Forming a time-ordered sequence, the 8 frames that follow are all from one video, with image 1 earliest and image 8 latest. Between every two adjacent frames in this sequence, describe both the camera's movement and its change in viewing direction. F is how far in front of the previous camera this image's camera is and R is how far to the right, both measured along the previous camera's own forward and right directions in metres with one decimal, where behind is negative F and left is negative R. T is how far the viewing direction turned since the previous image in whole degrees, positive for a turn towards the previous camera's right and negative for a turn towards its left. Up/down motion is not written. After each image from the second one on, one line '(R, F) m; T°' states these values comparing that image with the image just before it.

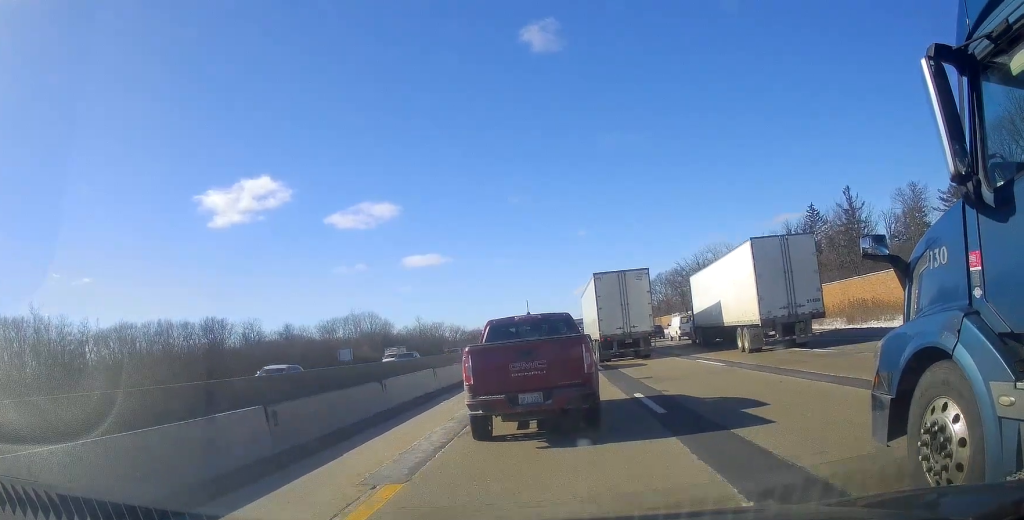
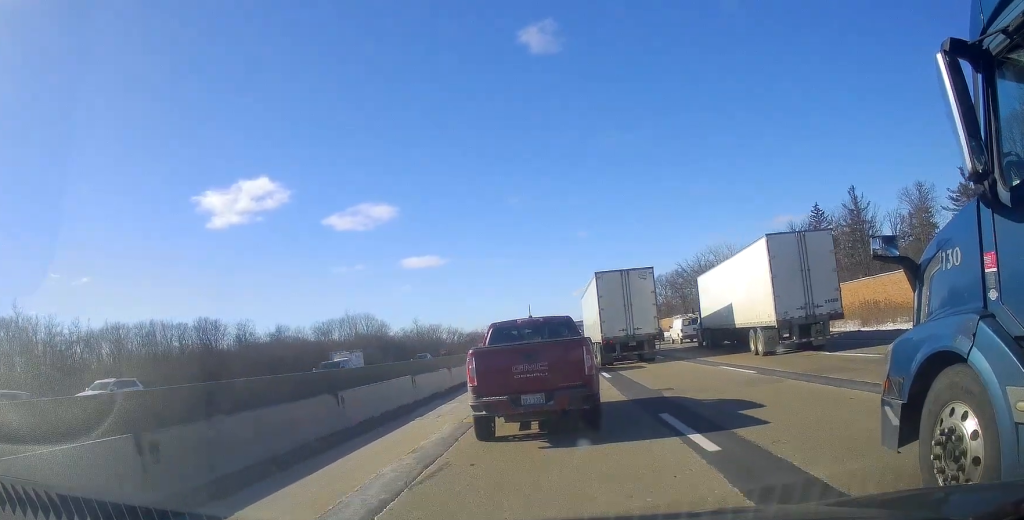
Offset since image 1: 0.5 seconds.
(+0.2, +3.5) m; +2°
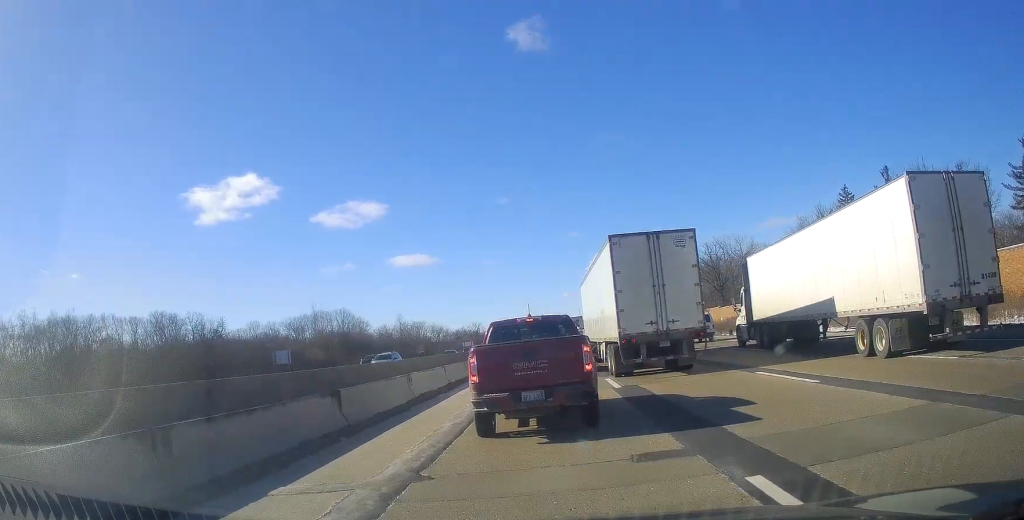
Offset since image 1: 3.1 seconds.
(+0.5, +18.7) m; -1°
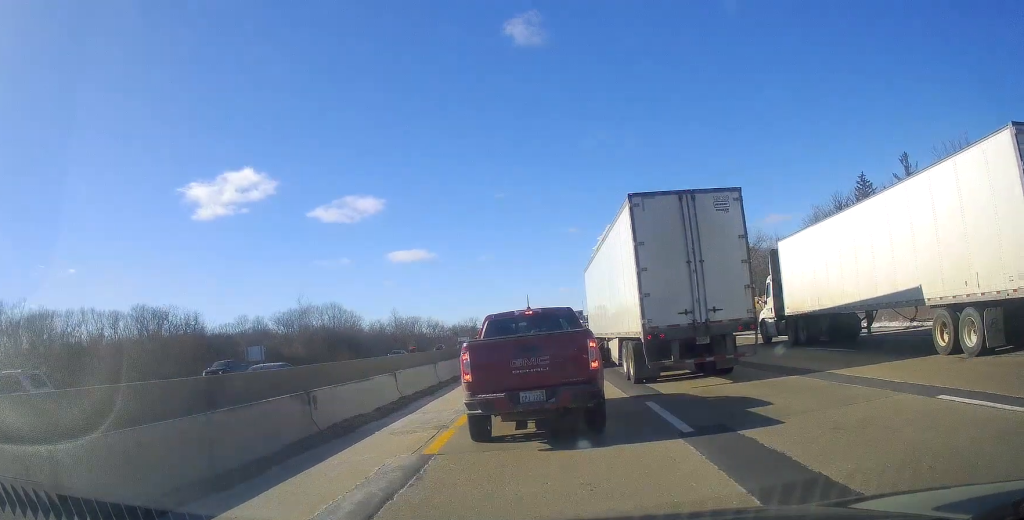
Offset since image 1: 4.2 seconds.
(0.0, +9.1) m; +1°
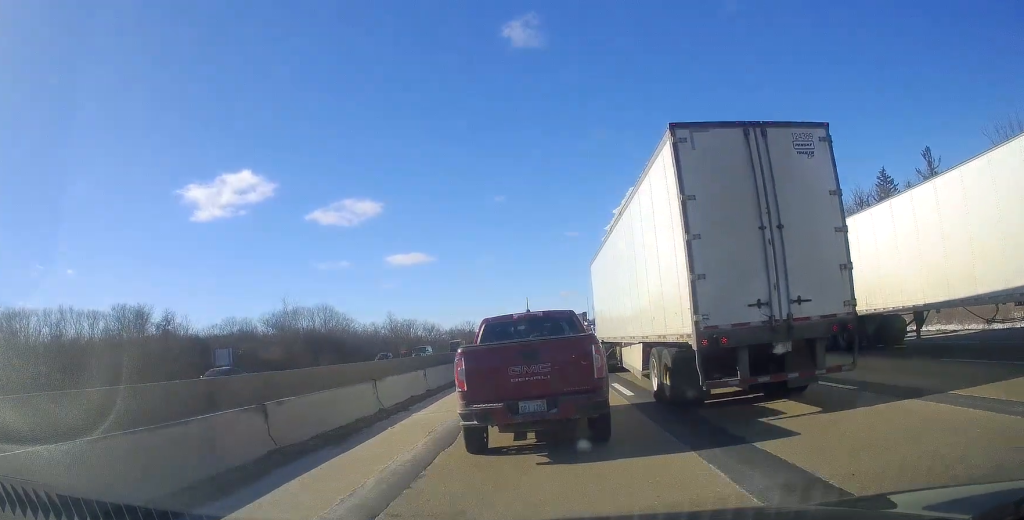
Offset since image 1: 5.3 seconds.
(+0.2, +8.8) m; +2°
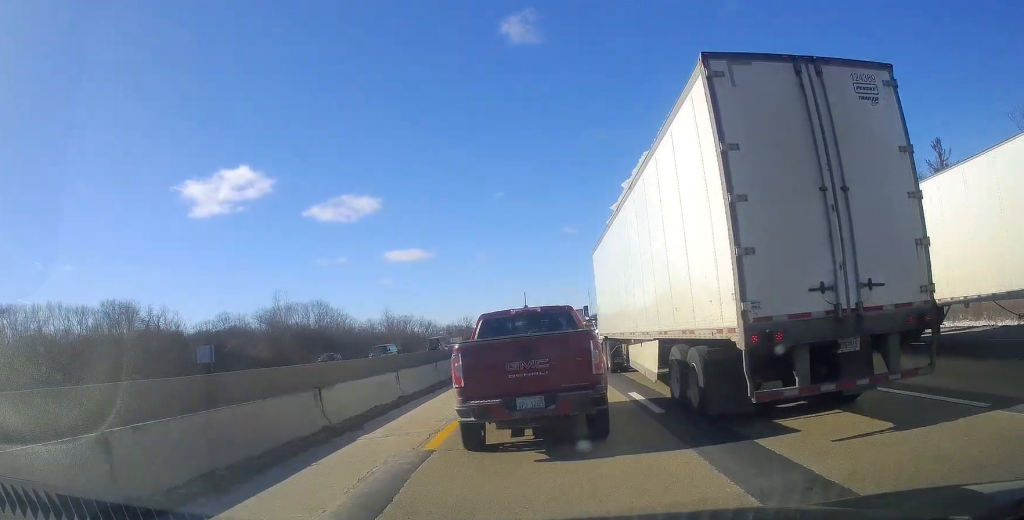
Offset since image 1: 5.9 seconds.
(0.0, +4.0) m; 0°
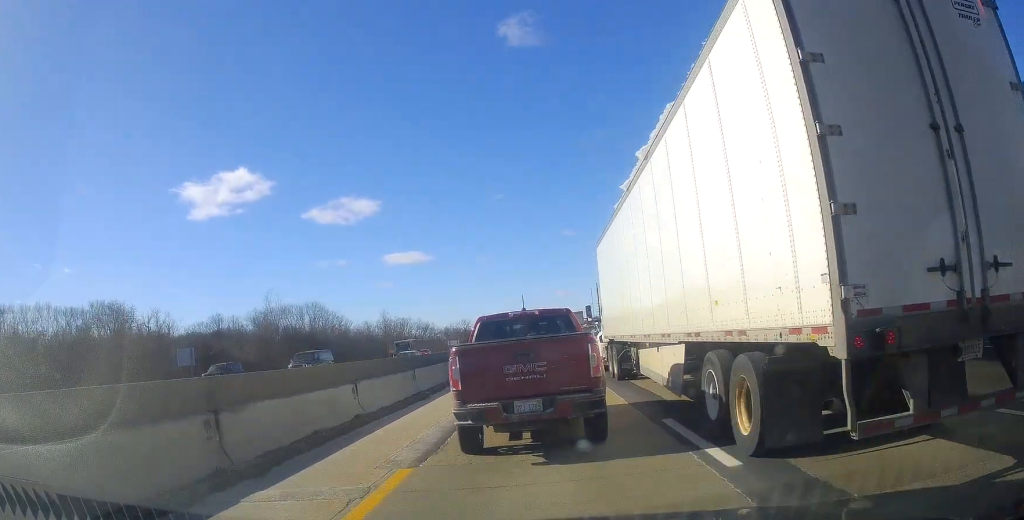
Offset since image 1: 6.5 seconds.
(0.0, +4.2) m; 0°
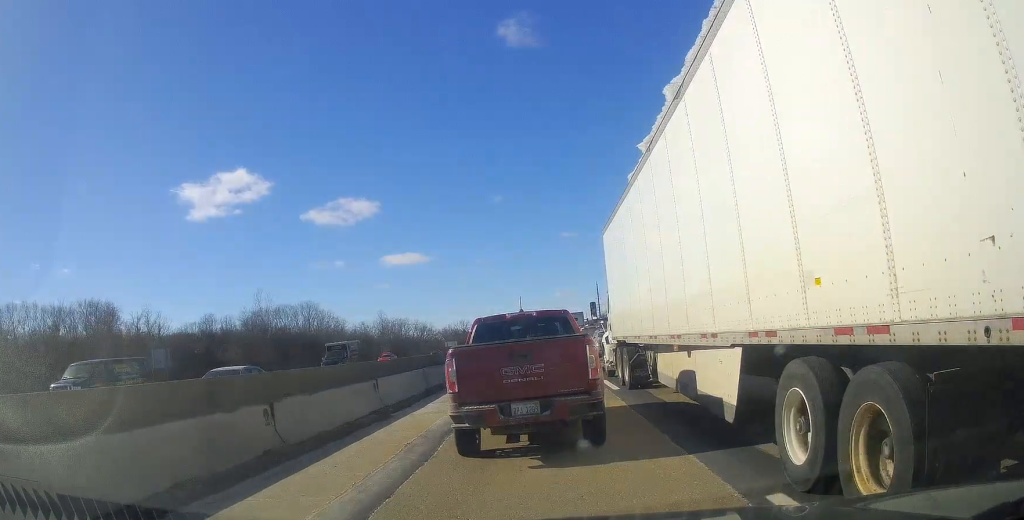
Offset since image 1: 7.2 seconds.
(0.0, +4.9) m; 0°
